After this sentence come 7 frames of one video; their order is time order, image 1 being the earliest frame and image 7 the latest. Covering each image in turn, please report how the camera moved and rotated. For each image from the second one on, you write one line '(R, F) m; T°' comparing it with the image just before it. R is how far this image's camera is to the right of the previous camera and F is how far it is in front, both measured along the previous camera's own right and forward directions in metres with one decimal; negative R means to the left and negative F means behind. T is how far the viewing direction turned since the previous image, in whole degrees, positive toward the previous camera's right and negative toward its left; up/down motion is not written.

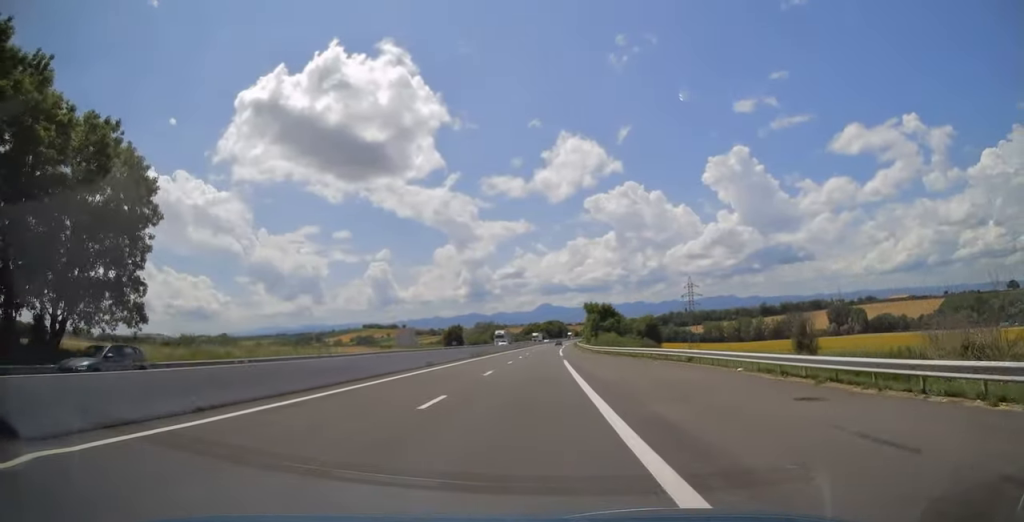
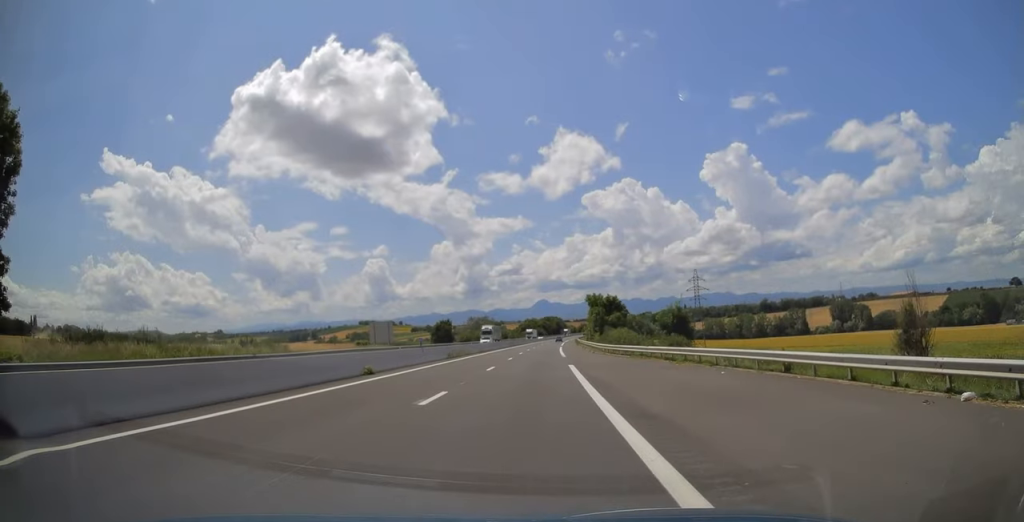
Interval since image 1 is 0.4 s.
(+0.1, +12.9) m; 0°
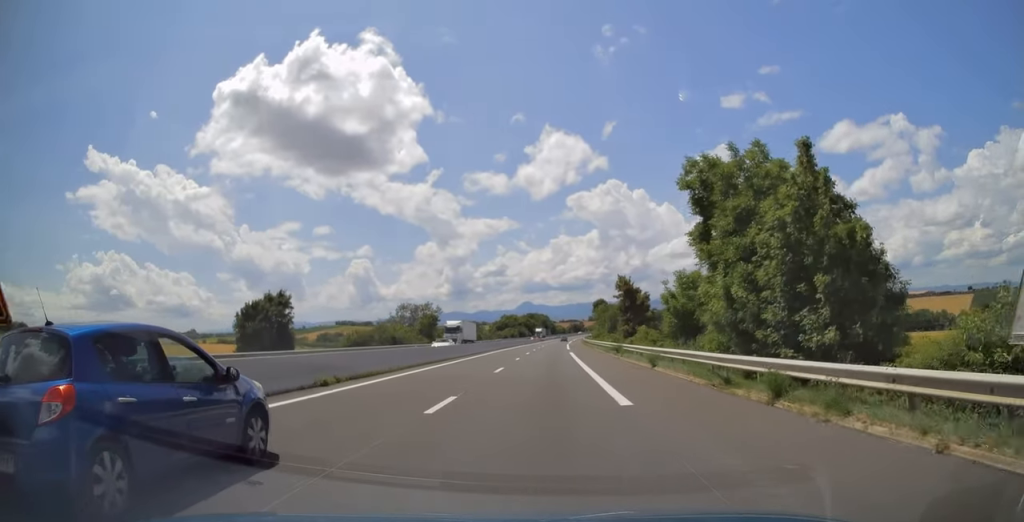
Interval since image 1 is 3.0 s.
(+1.4, +82.1) m; +1°
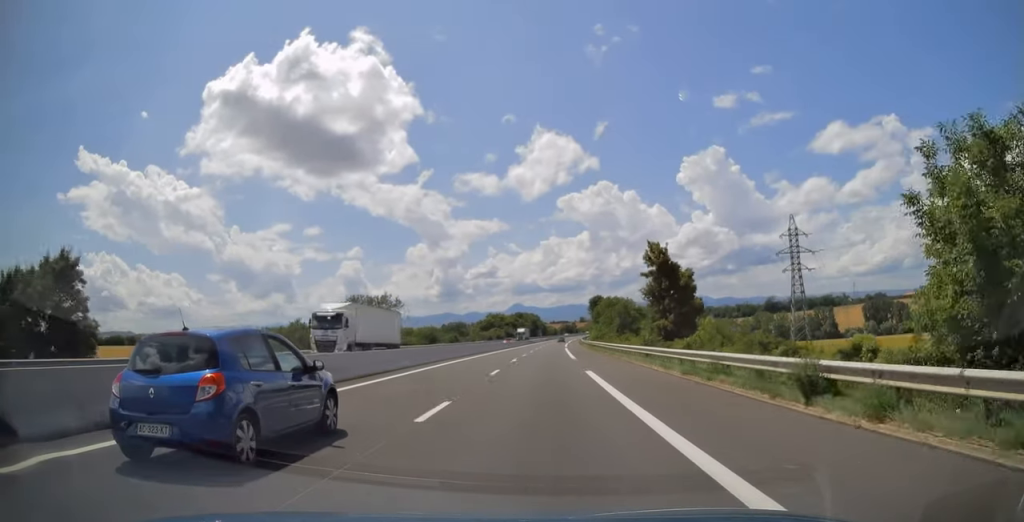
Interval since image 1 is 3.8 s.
(-0.3, +27.4) m; +1°
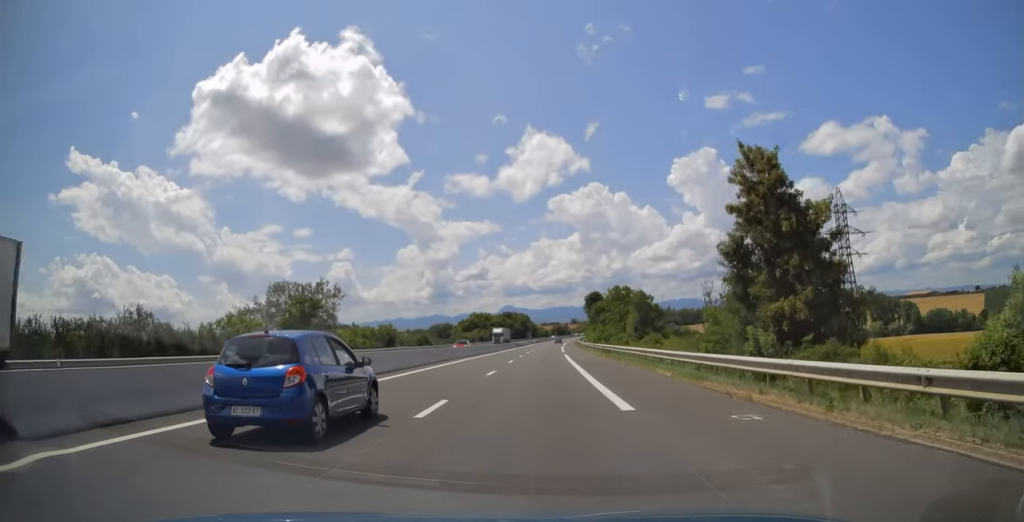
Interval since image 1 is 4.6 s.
(+0.7, +25.2) m; +1°
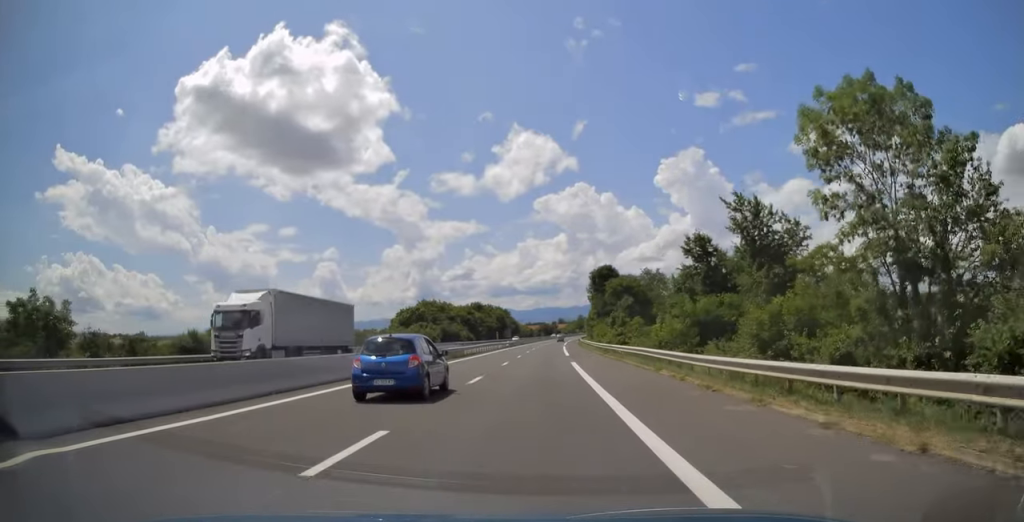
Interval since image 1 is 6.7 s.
(+0.3, +69.2) m; +1°
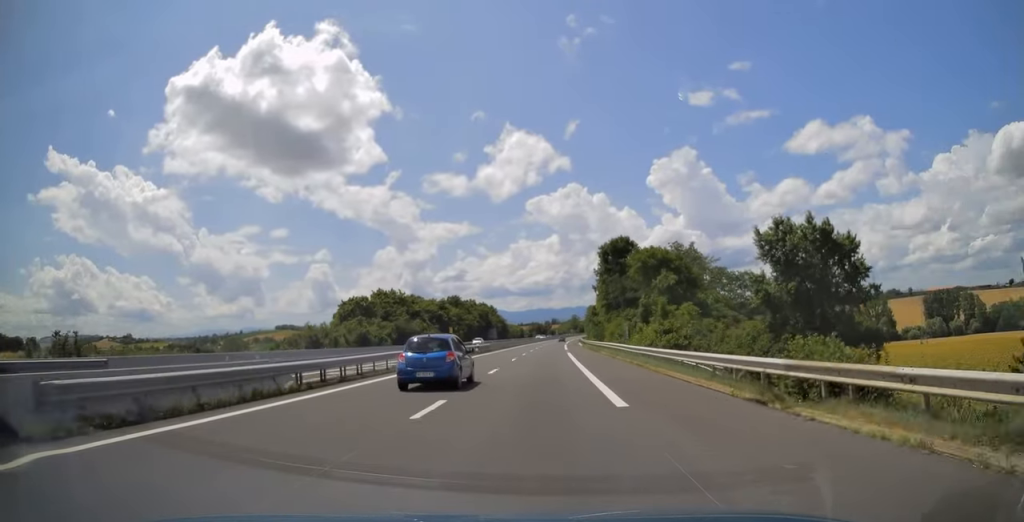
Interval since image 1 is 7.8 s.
(+0.5, +34.3) m; +1°
